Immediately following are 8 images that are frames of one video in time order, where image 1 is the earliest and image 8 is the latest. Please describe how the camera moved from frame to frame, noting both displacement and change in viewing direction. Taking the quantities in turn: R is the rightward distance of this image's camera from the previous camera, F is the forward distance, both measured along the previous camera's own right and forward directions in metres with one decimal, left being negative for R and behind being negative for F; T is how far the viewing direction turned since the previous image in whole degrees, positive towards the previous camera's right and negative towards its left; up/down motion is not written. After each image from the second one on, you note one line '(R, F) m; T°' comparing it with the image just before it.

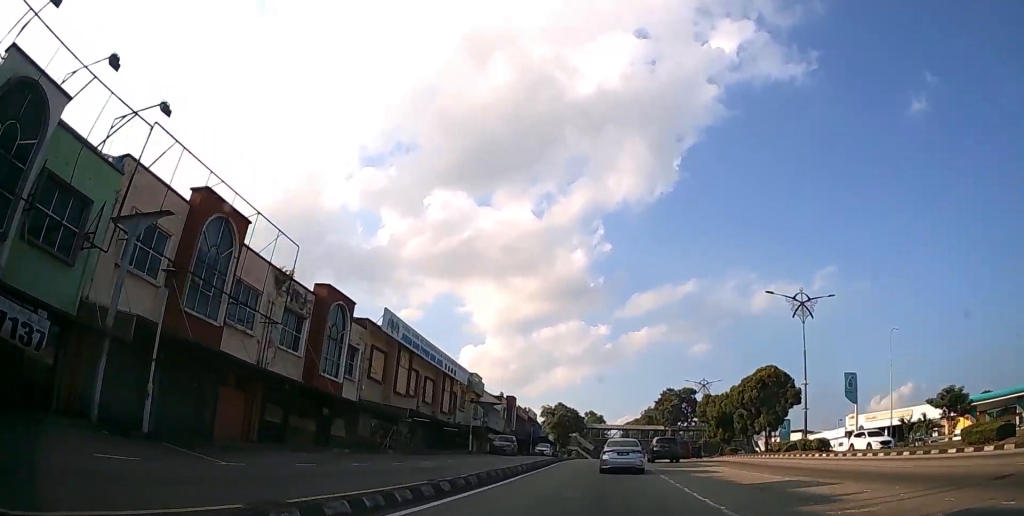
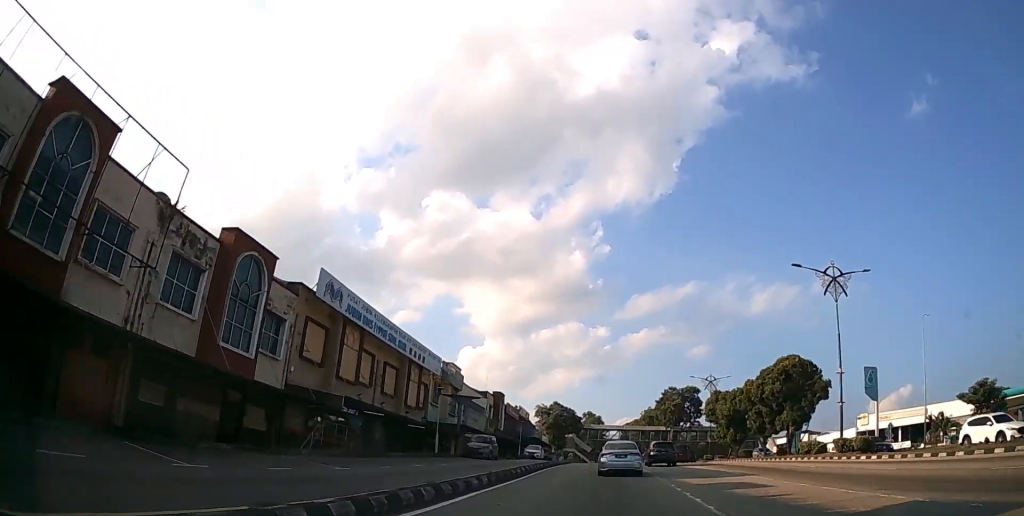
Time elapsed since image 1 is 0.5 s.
(0.0, +7.2) m; 0°
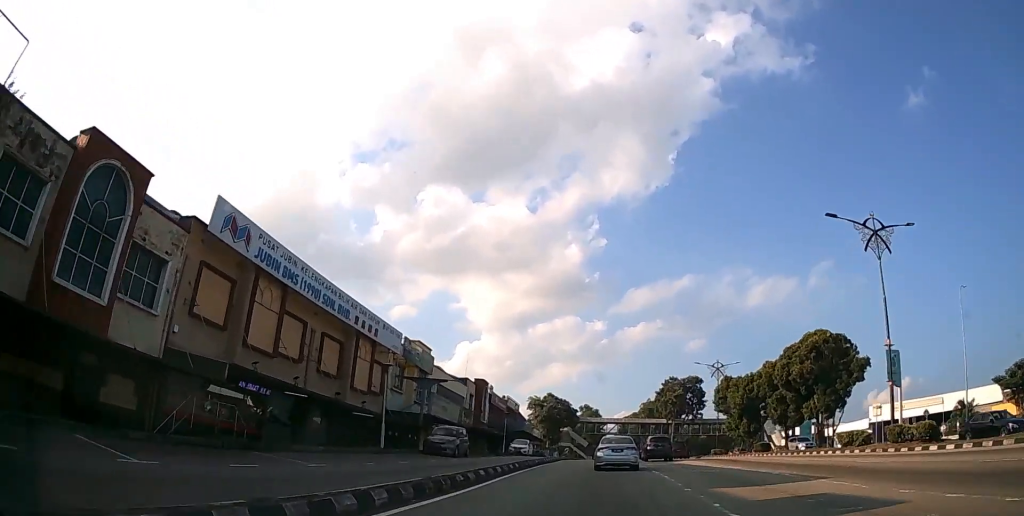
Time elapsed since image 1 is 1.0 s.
(0.0, +7.4) m; 0°
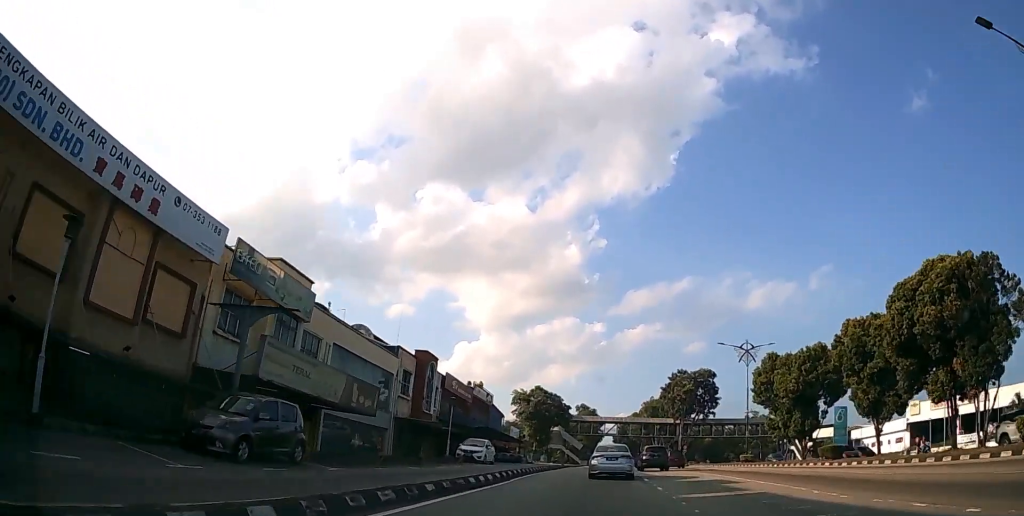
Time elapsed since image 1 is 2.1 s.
(0.0, +17.1) m; 0°
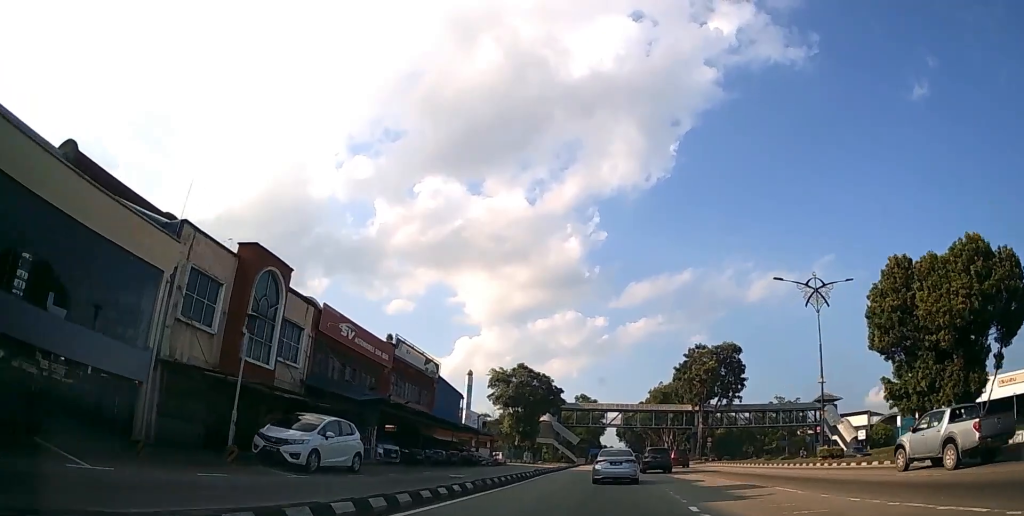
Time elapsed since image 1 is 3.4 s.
(0.0, +19.9) m; 0°
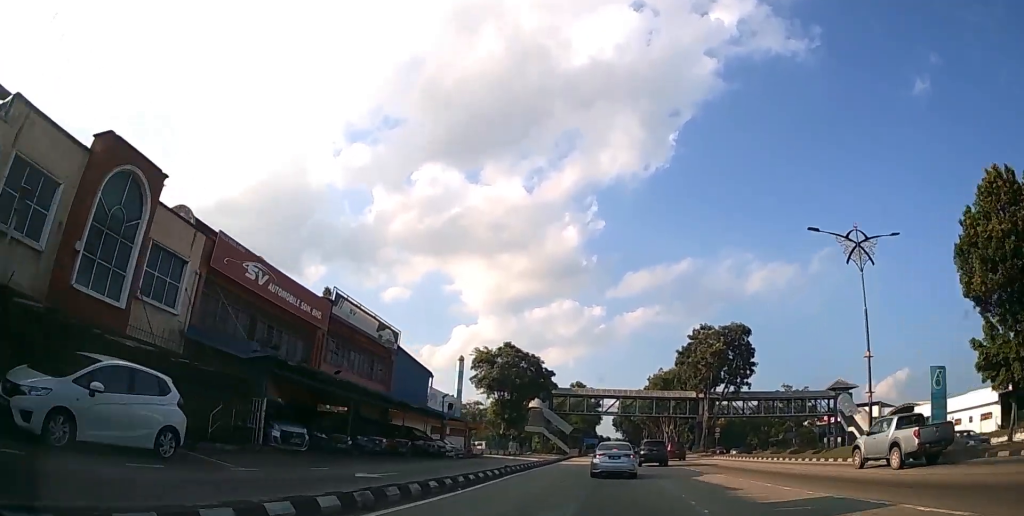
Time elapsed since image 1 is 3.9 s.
(0.0, +8.3) m; 0°
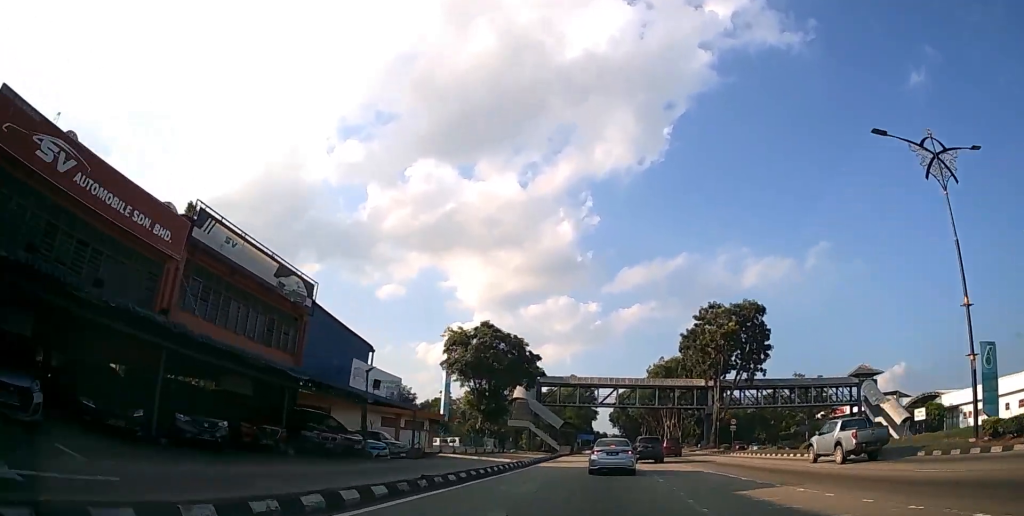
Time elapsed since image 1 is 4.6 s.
(0.0, +10.2) m; 0°
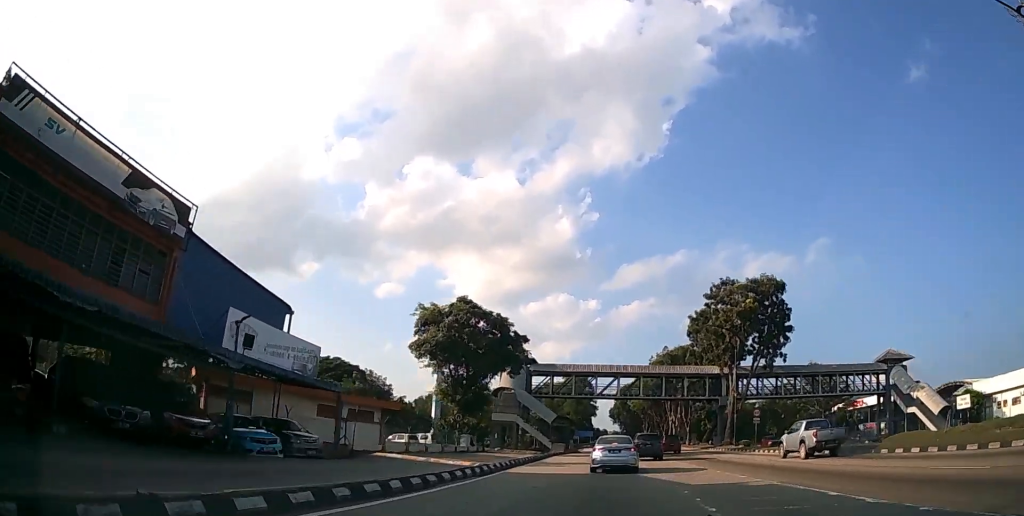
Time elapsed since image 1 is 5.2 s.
(0.0, +8.3) m; 0°
